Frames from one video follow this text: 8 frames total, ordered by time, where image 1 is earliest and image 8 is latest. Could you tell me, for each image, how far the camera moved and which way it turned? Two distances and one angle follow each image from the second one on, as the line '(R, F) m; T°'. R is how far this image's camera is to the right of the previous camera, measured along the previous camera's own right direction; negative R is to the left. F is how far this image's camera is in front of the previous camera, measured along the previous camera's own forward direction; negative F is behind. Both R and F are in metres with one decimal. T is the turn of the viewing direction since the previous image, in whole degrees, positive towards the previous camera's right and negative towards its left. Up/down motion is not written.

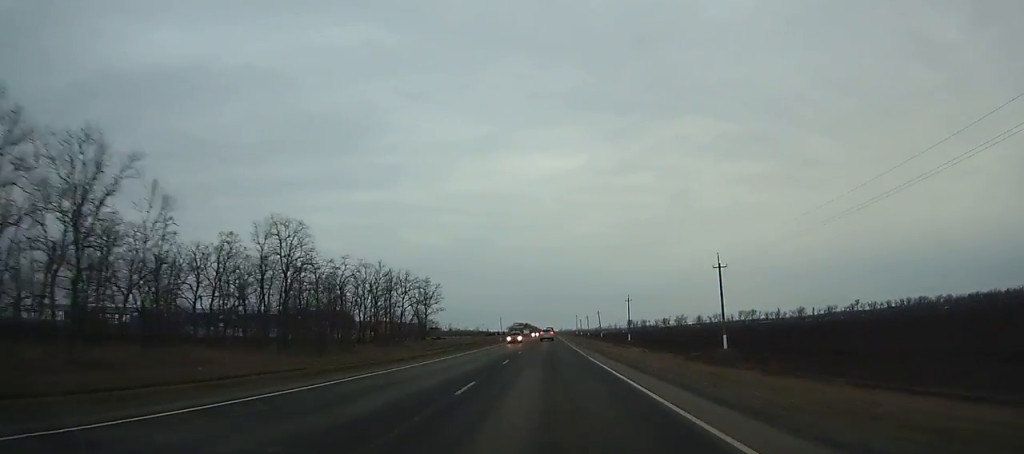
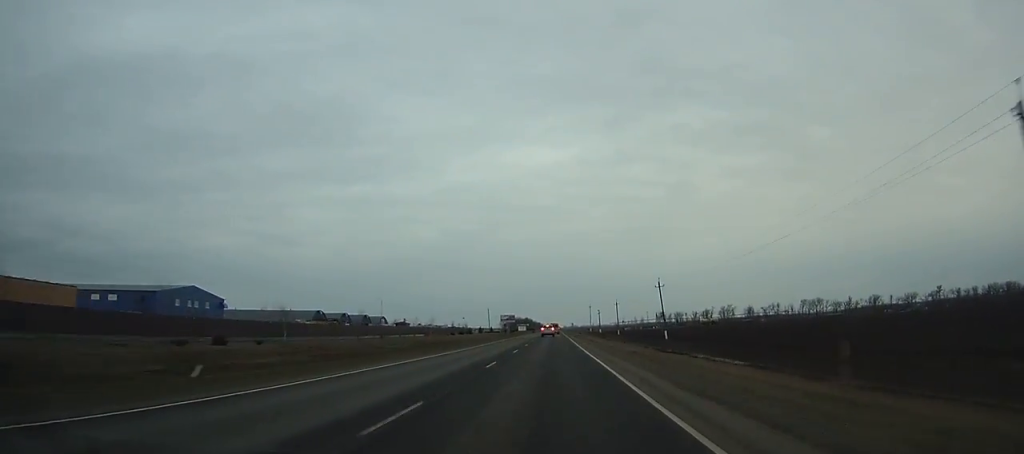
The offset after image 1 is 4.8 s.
(-0.5, +114.7) m; 0°
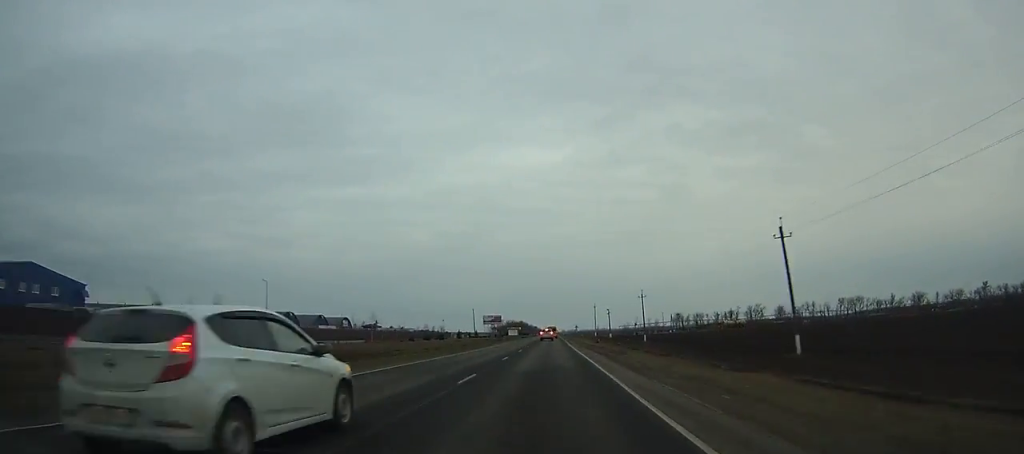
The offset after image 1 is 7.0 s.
(+0.1, +52.9) m; 0°
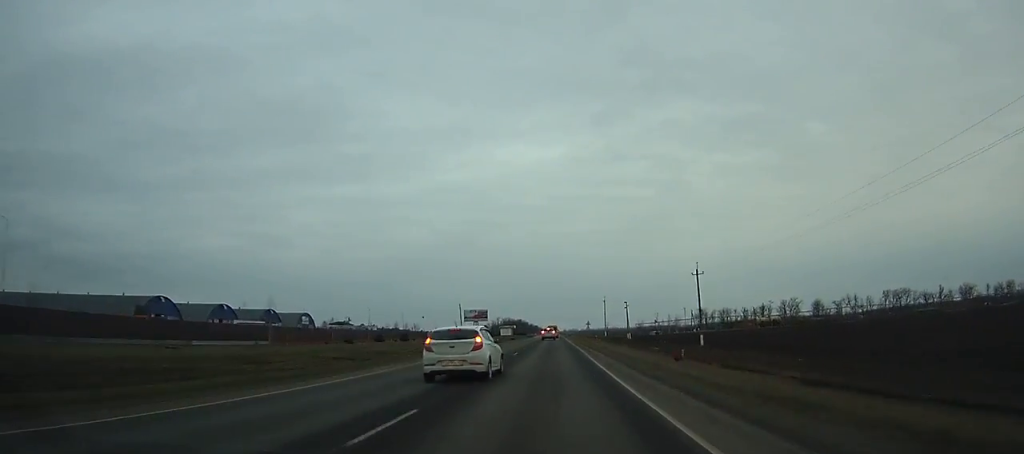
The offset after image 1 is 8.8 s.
(+0.2, +43.4) m; 0°
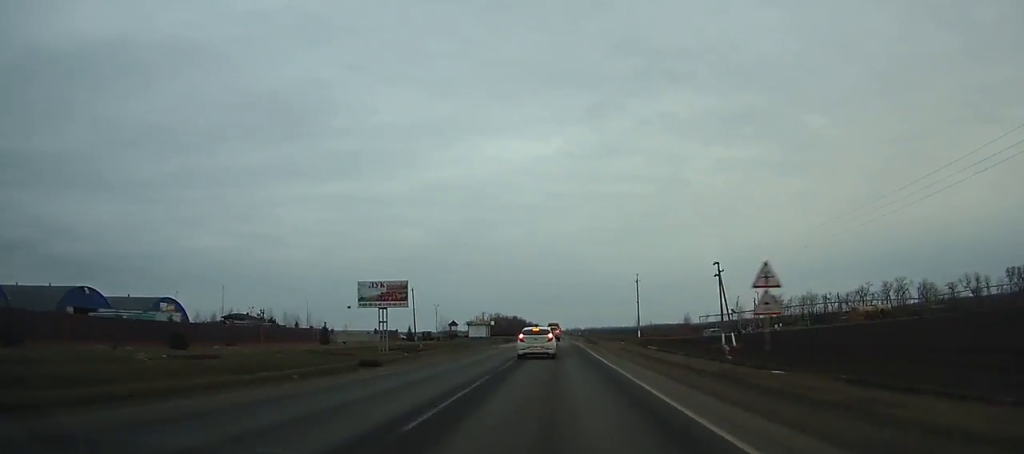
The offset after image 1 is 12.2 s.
(0.0, +80.9) m; 0°
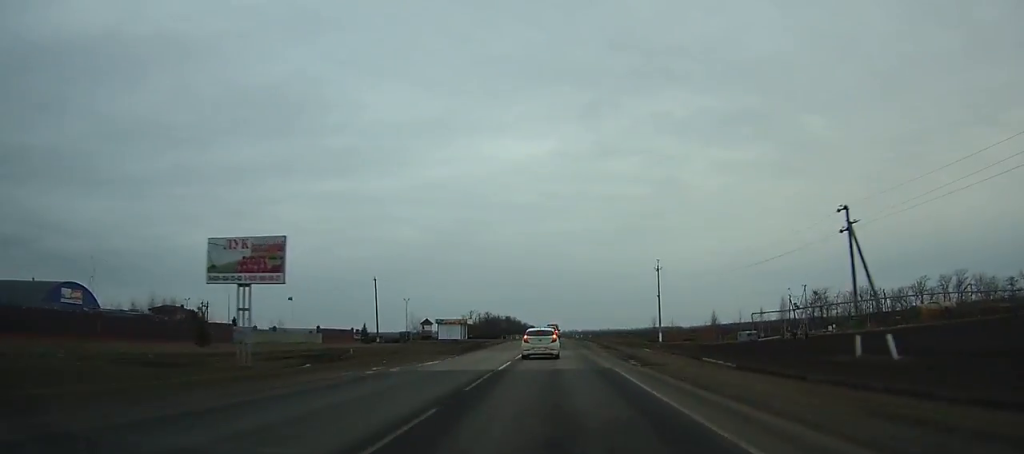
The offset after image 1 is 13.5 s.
(0.0, +30.2) m; 0°
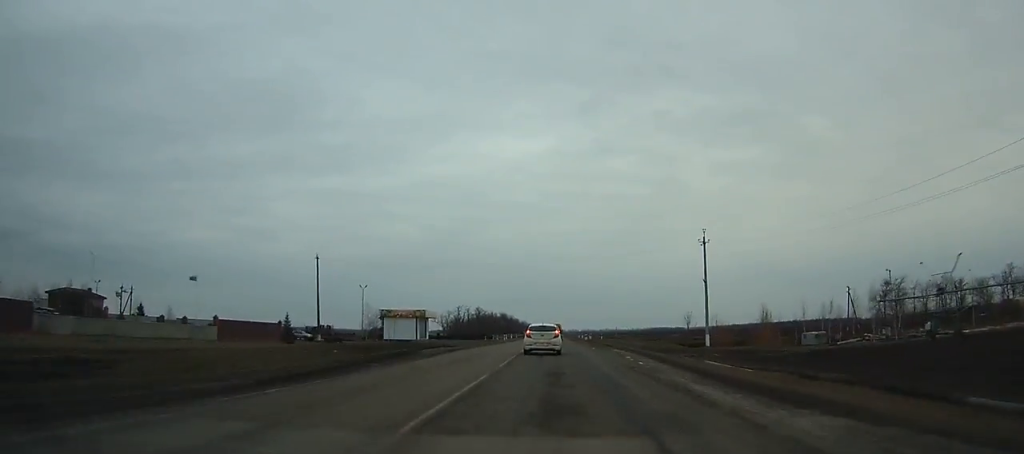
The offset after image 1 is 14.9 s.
(0.0, +32.5) m; 0°
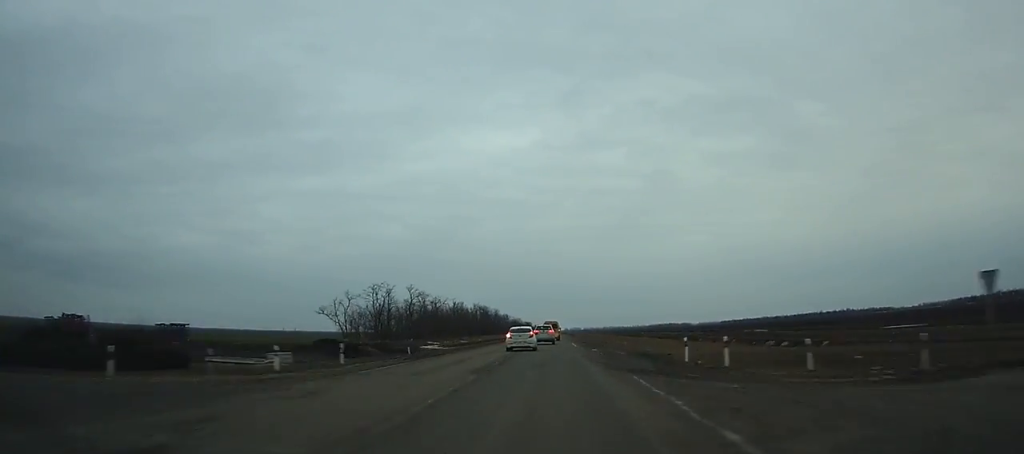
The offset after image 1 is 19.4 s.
(-0.3, +101.0) m; 0°
